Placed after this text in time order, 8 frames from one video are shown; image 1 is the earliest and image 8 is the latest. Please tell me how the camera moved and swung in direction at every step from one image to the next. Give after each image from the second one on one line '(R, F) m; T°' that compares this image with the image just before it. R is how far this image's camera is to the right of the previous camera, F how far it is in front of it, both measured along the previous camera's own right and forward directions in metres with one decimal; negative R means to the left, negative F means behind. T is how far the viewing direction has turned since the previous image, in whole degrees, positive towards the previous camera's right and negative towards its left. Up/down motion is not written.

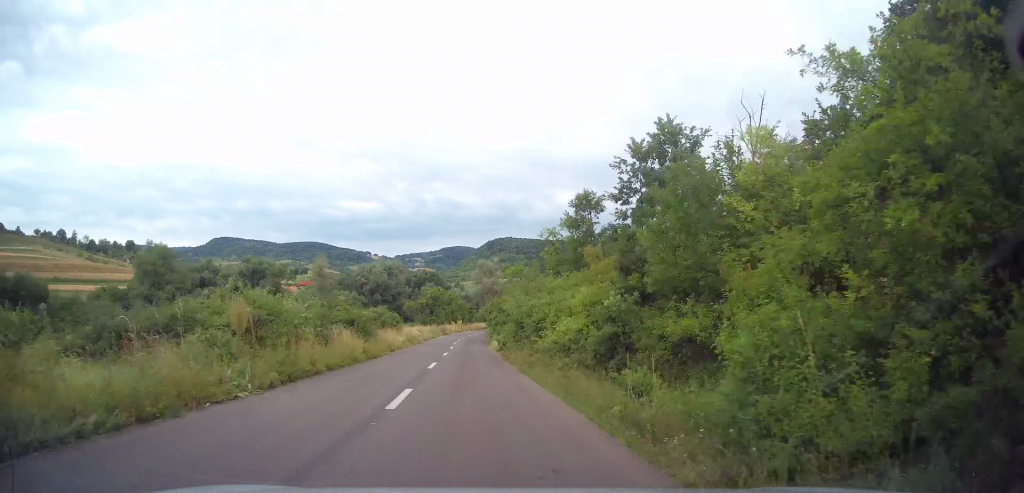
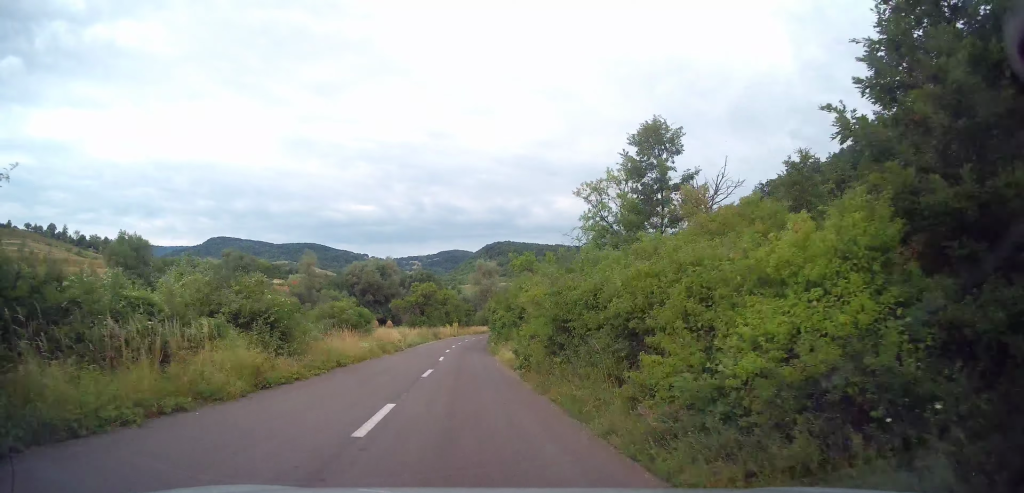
(0.0, +10.9) m; 0°
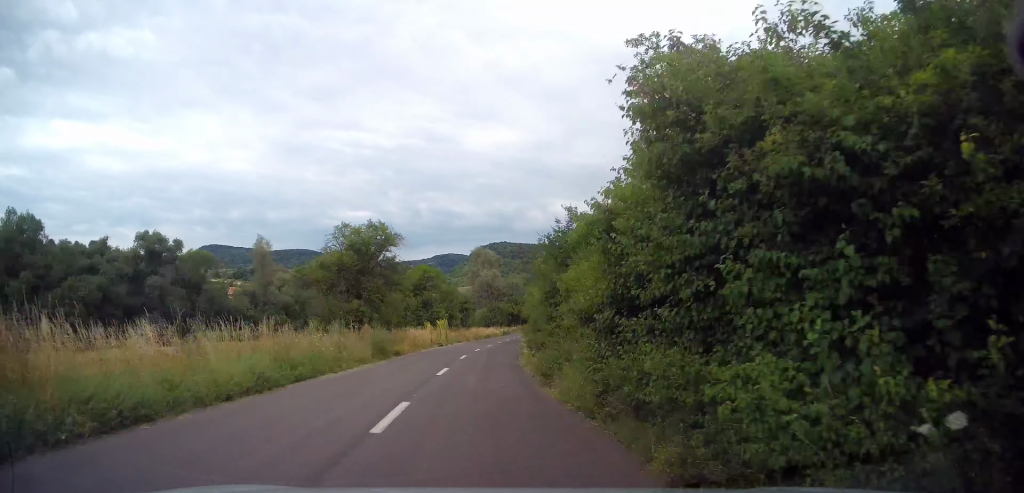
(0.0, +34.8) m; +1°
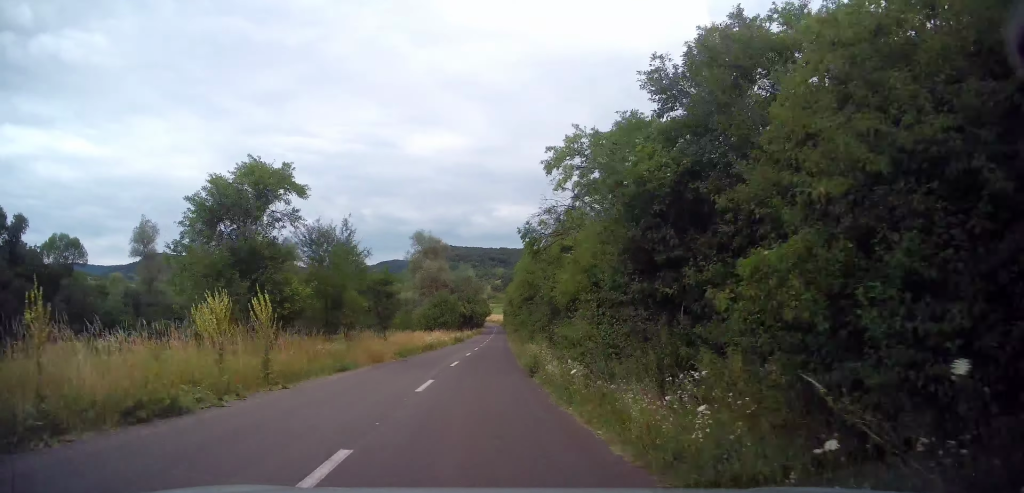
(+1.5, +30.0) m; +7°
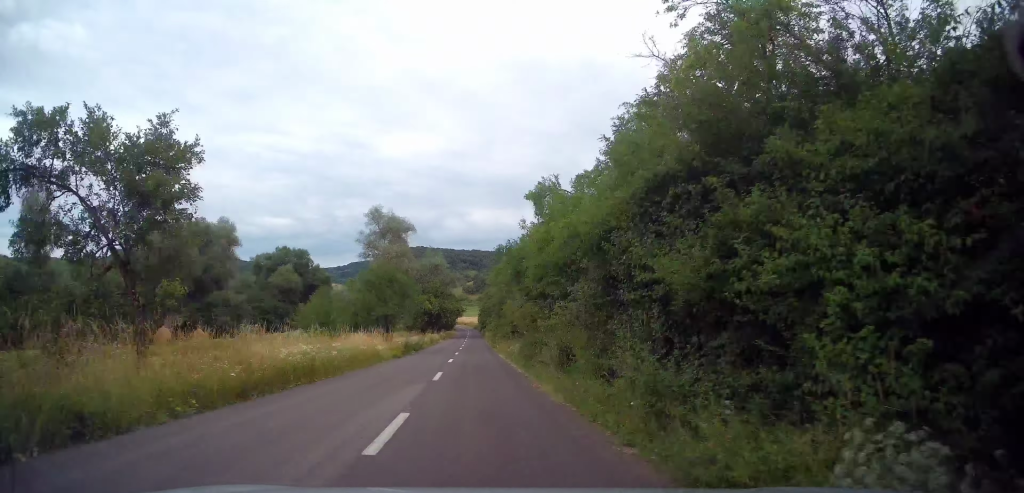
(+0.8, +23.8) m; +2°
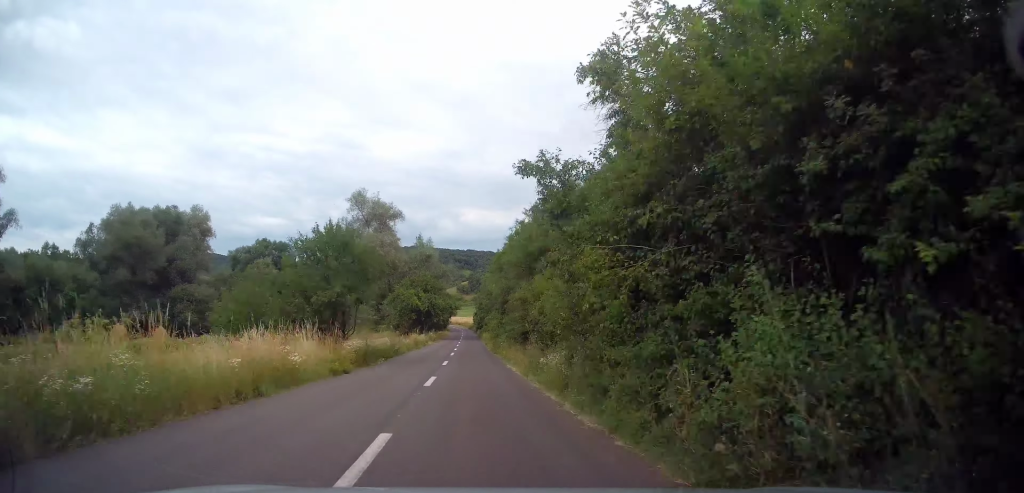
(0.0, +10.6) m; 0°
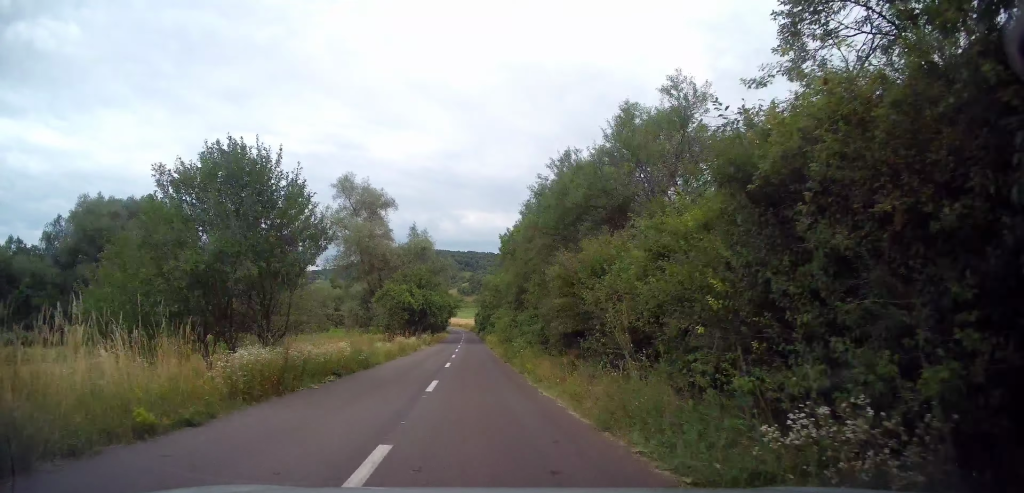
(0.0, +9.3) m; 0°
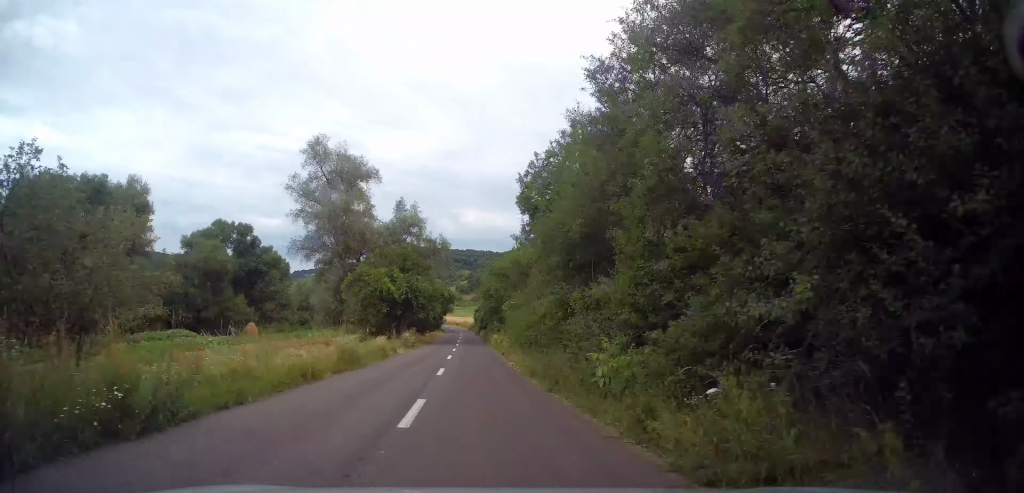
(0.0, +13.9) m; 0°
